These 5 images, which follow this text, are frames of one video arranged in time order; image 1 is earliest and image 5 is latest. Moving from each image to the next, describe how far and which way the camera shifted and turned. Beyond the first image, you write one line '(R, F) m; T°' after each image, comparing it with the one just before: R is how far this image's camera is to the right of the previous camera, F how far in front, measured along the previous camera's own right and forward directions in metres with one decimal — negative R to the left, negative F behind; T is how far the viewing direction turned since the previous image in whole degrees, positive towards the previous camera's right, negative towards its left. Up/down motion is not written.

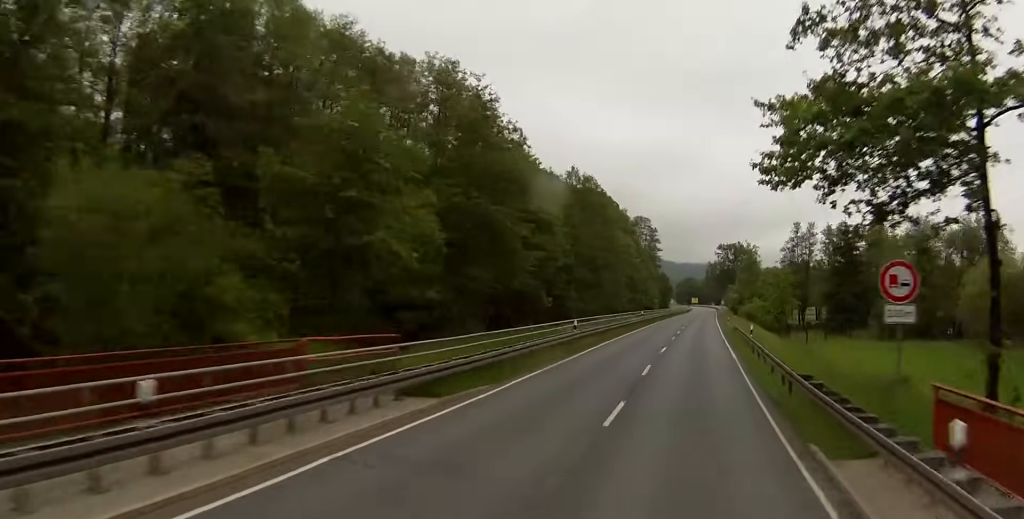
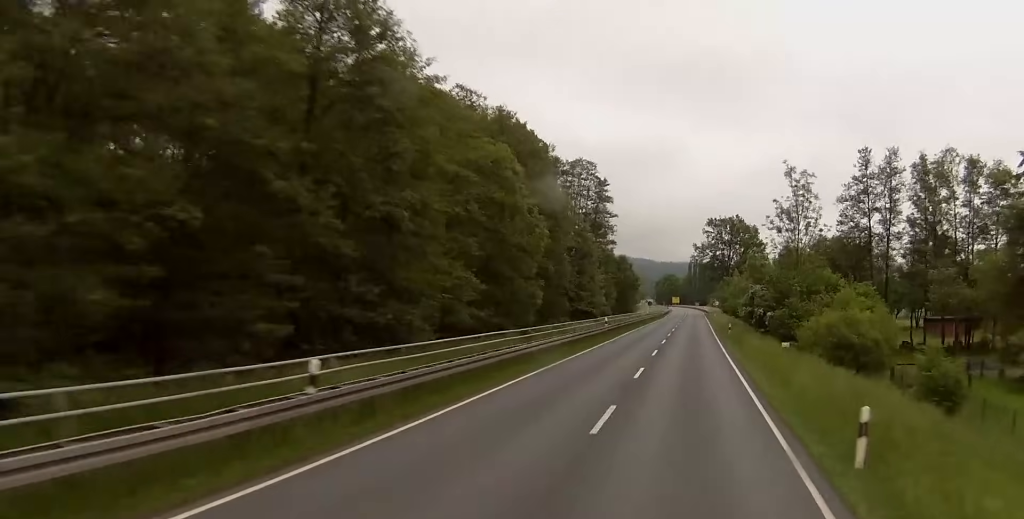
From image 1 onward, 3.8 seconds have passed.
(+1.1, +74.2) m; +1°
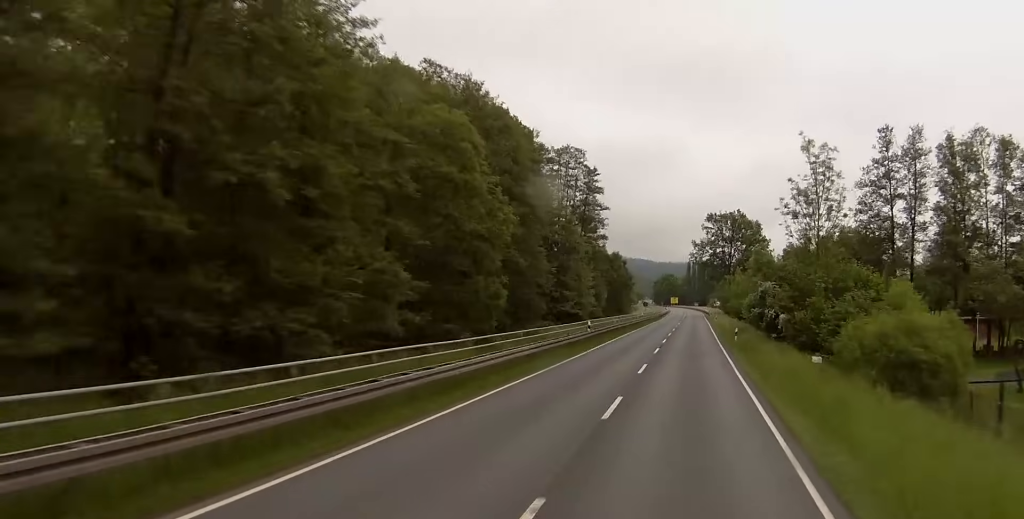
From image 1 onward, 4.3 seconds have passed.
(0.0, +9.6) m; 0°
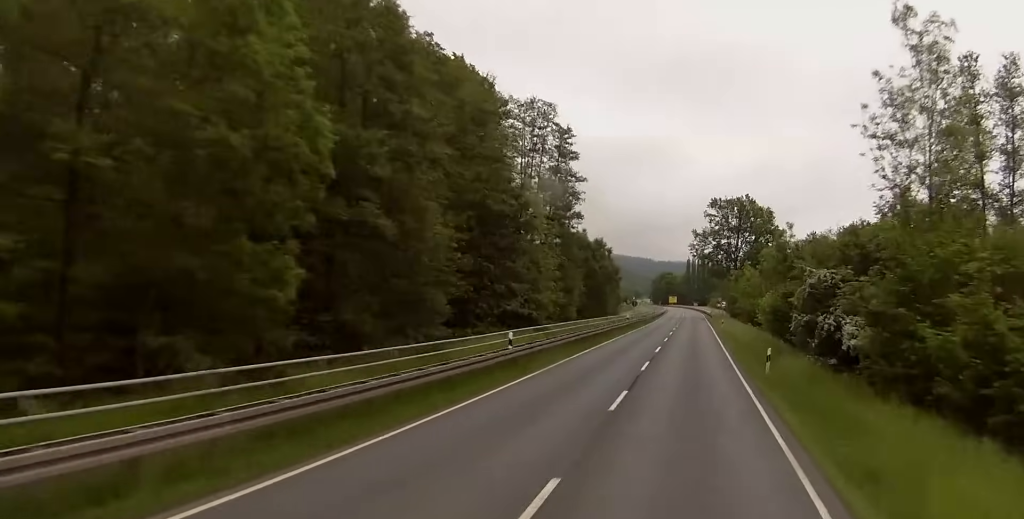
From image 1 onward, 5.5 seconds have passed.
(+0.2, +22.5) m; +1°
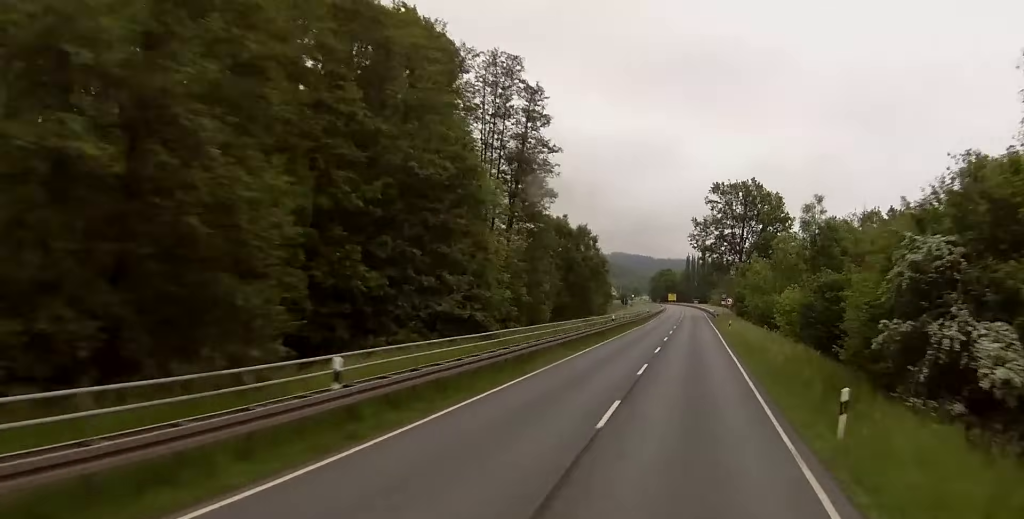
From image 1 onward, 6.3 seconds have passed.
(+0.1, +14.8) m; 0°
